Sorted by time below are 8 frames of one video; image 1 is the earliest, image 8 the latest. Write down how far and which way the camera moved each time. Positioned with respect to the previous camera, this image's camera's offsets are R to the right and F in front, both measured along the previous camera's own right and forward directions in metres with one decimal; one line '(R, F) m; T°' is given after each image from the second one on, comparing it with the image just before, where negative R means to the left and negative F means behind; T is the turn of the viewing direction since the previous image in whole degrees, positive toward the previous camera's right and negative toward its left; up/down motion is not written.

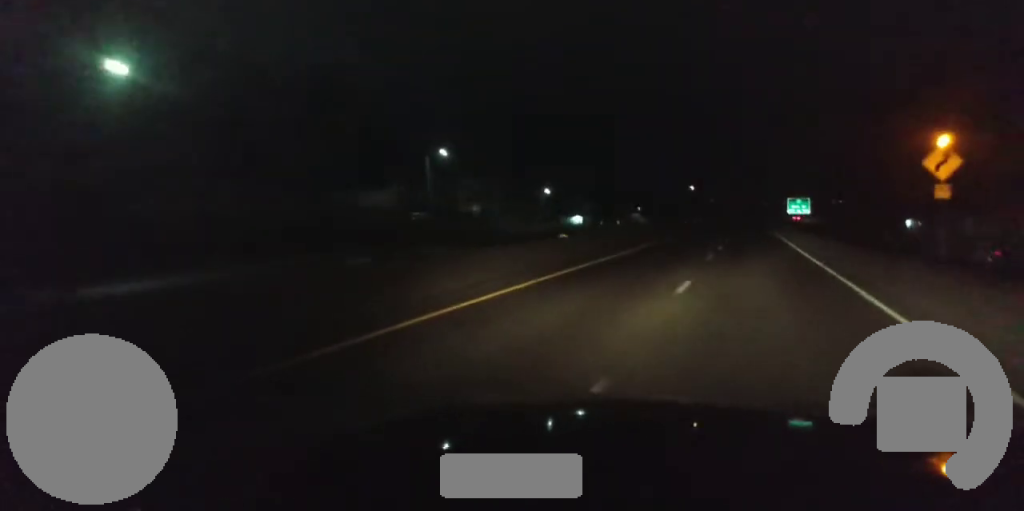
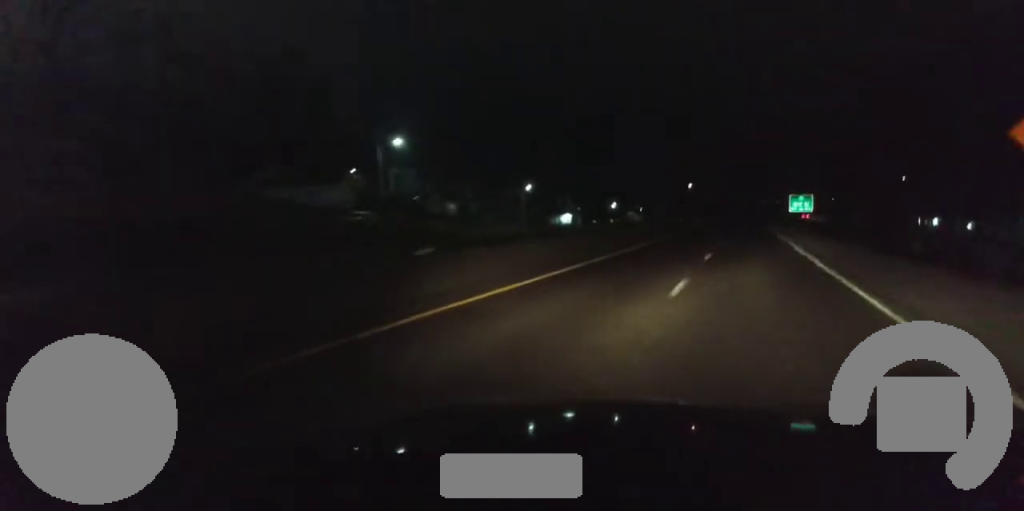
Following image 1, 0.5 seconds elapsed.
(-0.1, +12.3) m; -1°
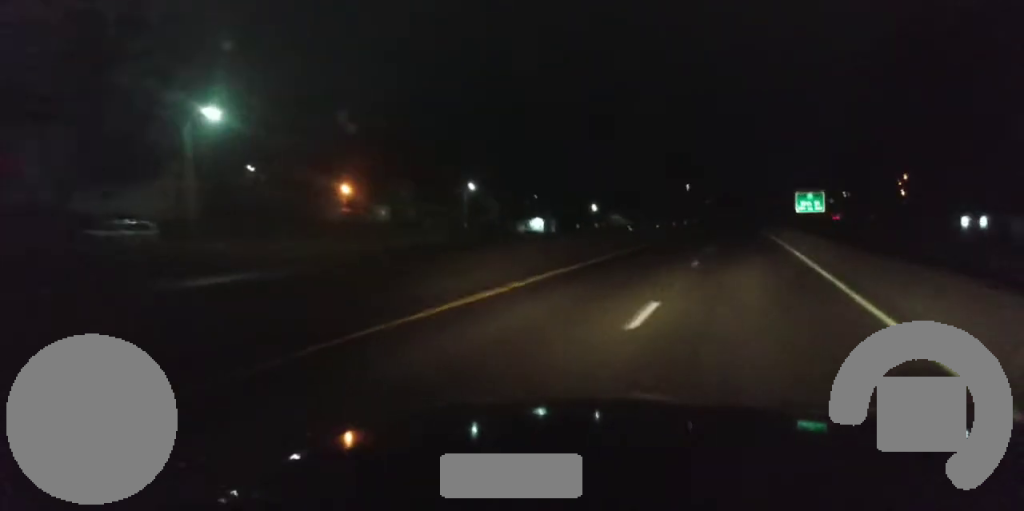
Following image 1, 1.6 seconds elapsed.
(-0.2, +29.0) m; -1°
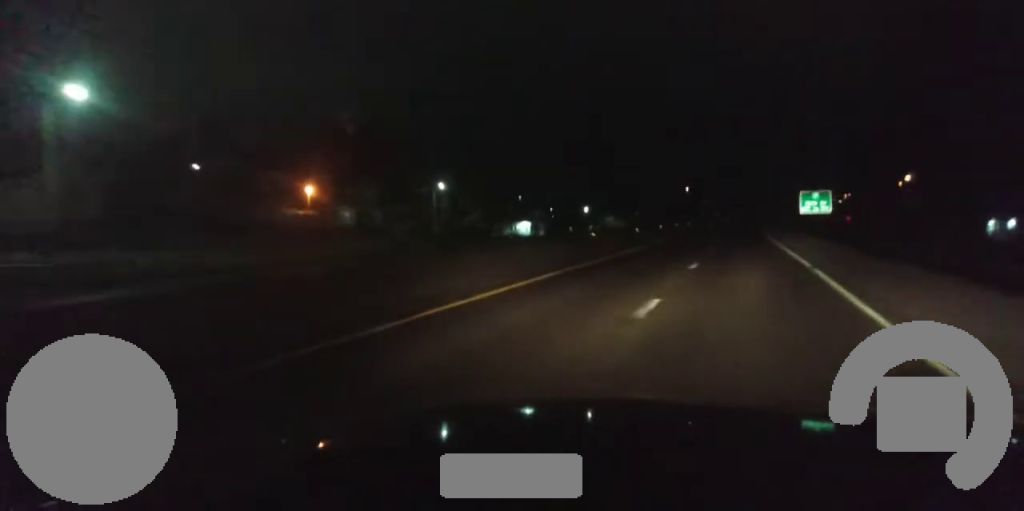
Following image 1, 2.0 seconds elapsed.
(-0.1, +11.4) m; 0°
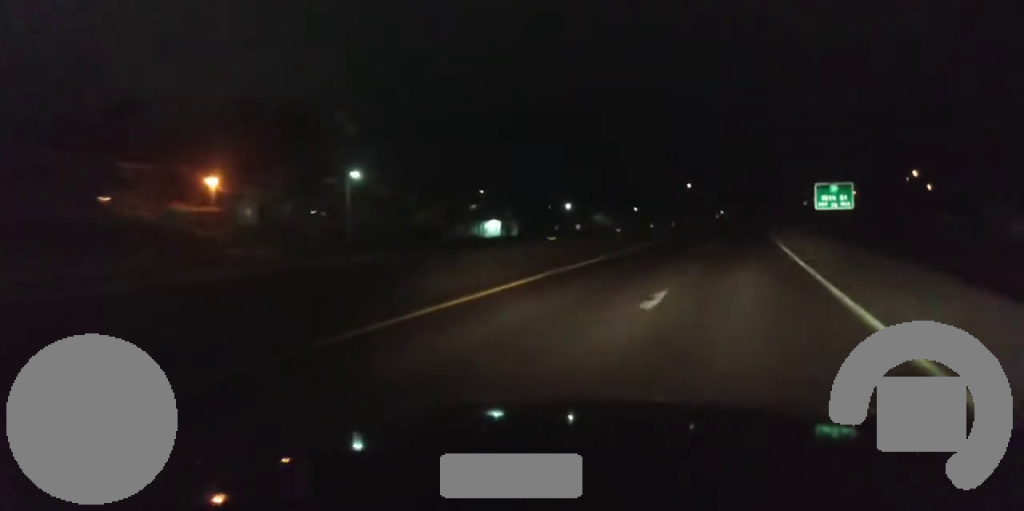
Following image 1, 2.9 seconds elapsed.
(-0.1, +22.8) m; +1°
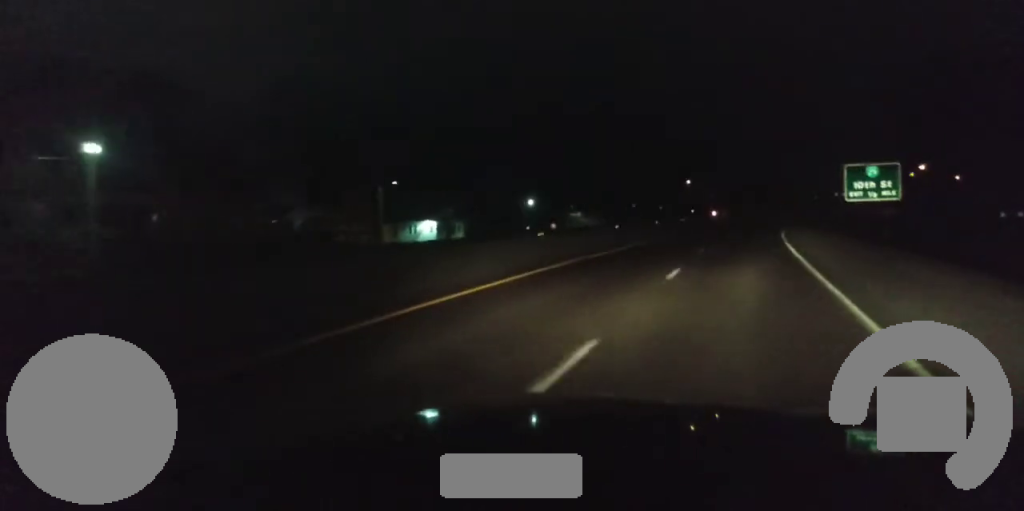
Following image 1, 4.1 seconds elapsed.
(+0.8, +31.5) m; +2°
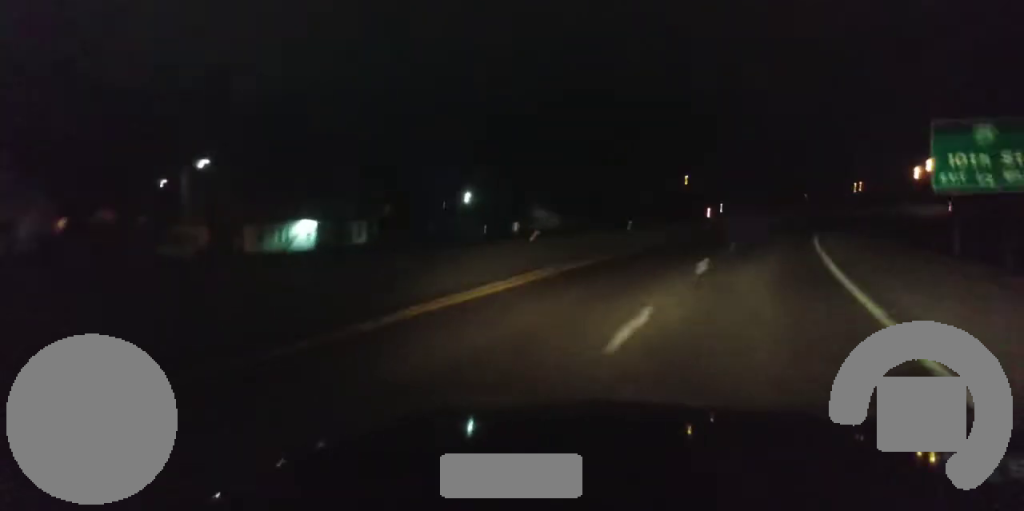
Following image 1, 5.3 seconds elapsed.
(-0.3, +33.3) m; -1°
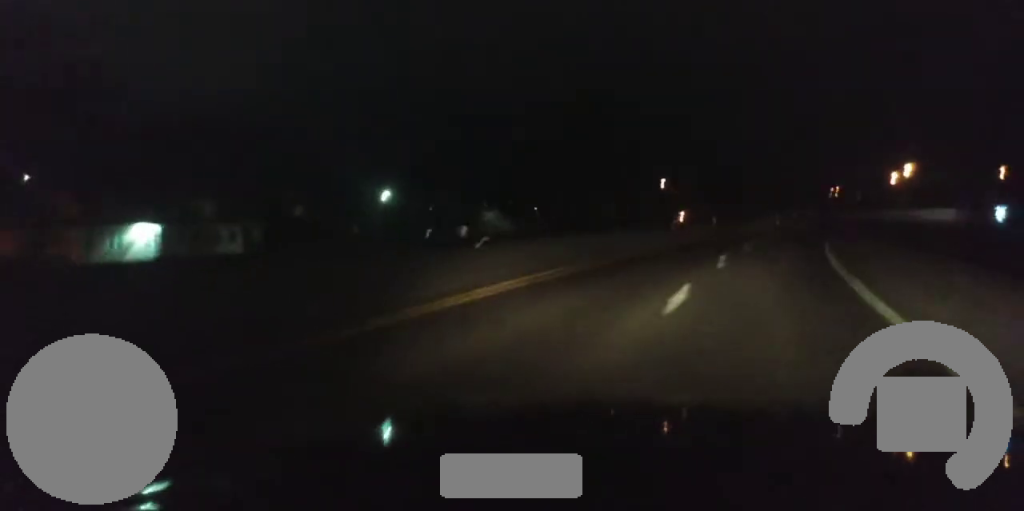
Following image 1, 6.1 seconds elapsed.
(-0.1, +20.3) m; +1°
